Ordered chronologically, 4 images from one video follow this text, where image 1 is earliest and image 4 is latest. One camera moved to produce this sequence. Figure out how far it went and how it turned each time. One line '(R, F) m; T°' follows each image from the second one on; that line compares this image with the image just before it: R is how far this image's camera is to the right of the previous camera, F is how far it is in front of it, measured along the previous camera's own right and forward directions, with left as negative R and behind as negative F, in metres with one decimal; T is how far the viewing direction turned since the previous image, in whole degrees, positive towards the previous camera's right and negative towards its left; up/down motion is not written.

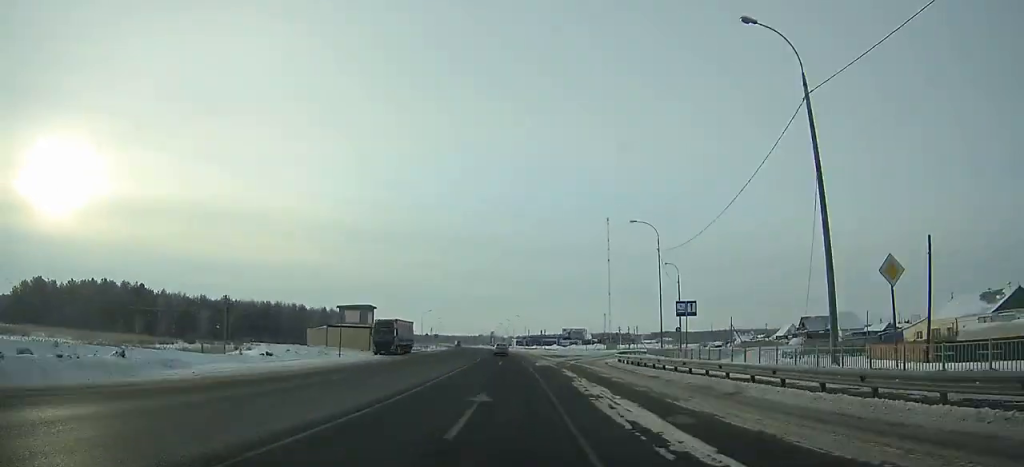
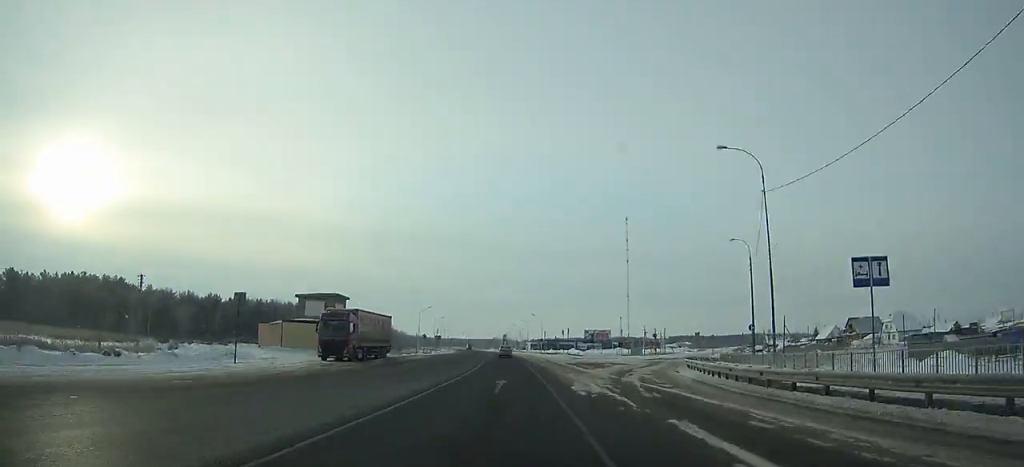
(0.0, +21.0) m; 0°
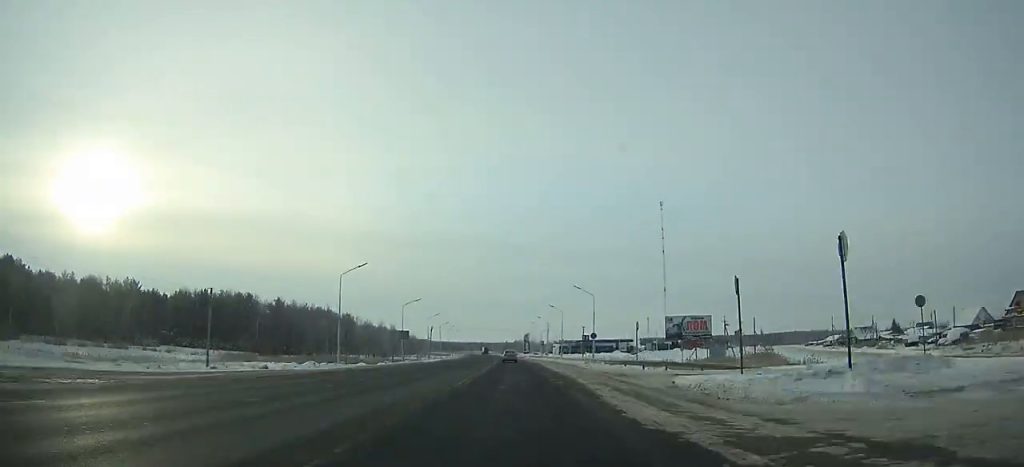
(0.0, +59.3) m; -2°
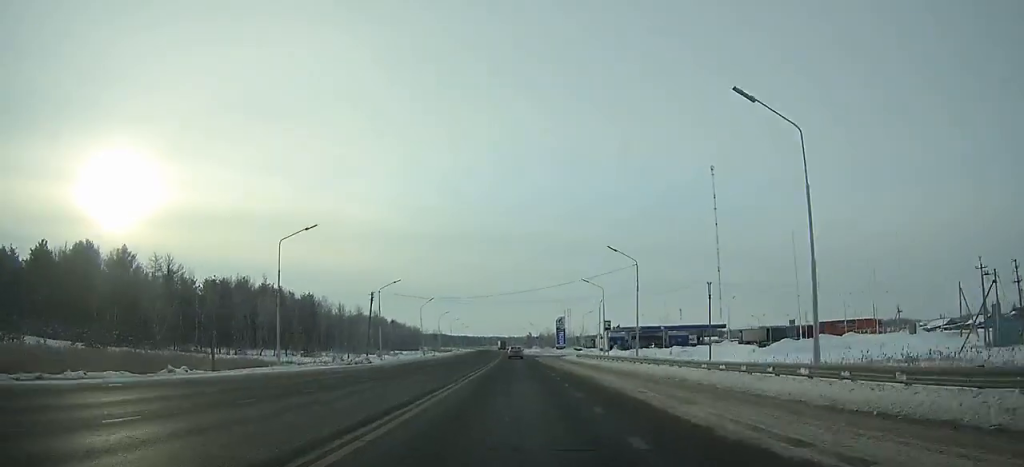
(-2.6, +76.9) m; -3°
